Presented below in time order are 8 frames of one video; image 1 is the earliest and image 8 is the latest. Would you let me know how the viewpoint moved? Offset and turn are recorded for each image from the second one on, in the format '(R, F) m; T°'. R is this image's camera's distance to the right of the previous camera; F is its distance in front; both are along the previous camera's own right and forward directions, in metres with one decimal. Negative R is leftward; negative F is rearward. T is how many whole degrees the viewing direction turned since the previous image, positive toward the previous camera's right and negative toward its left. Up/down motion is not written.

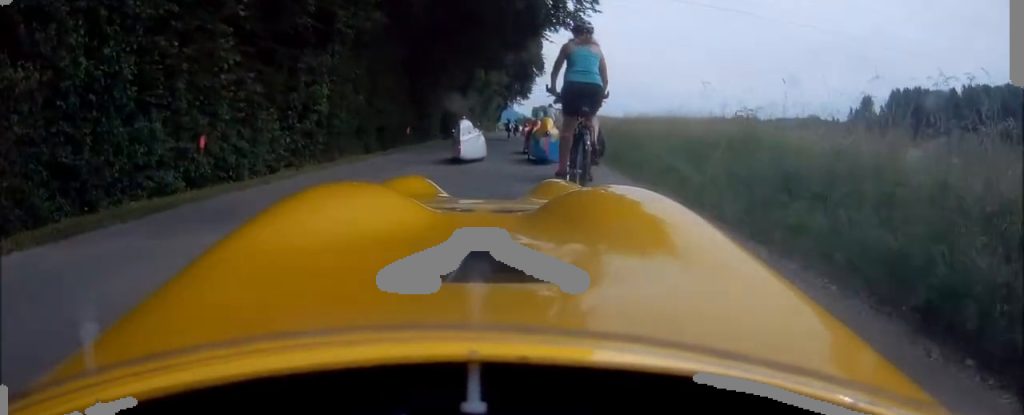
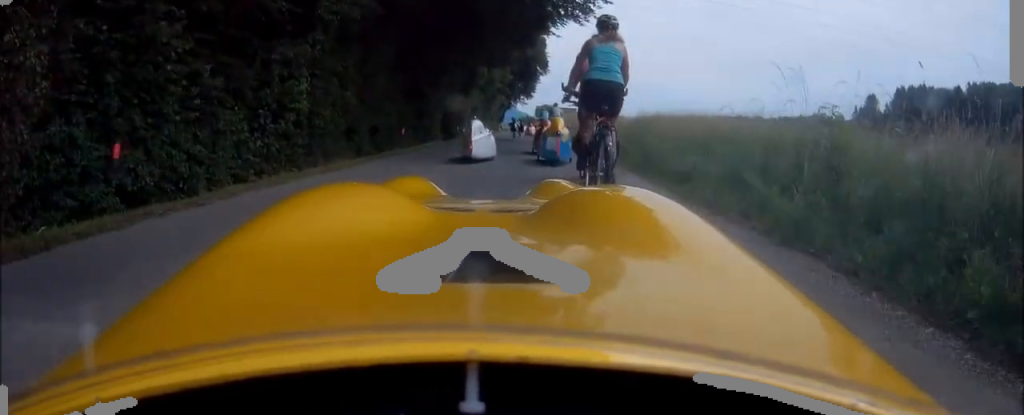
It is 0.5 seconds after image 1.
(+0.1, +1.7) m; +1°
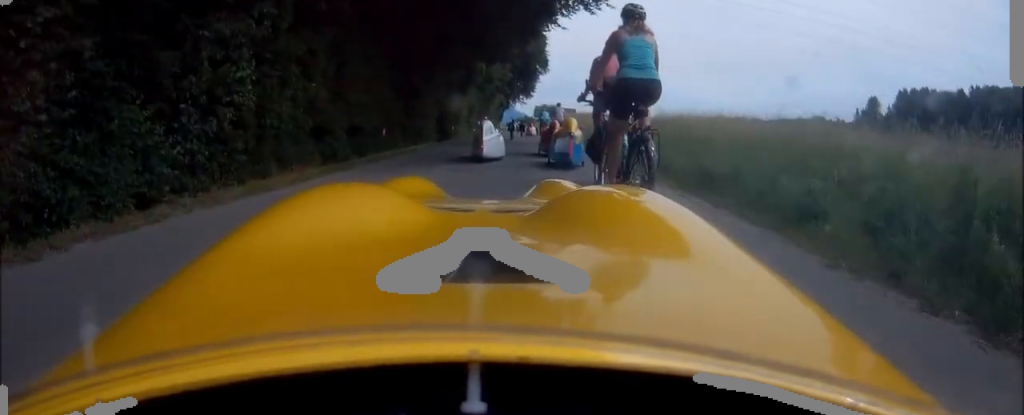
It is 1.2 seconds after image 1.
(-0.3, +2.7) m; +1°
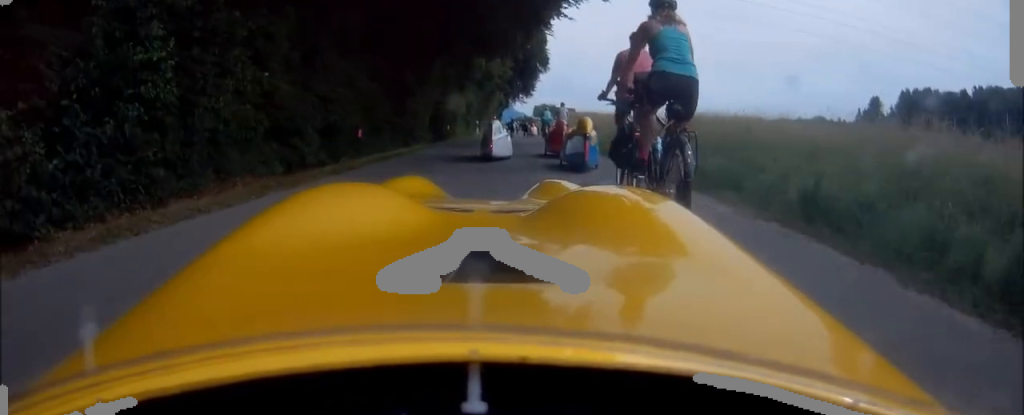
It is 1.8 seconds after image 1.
(+0.2, +2.3) m; -2°
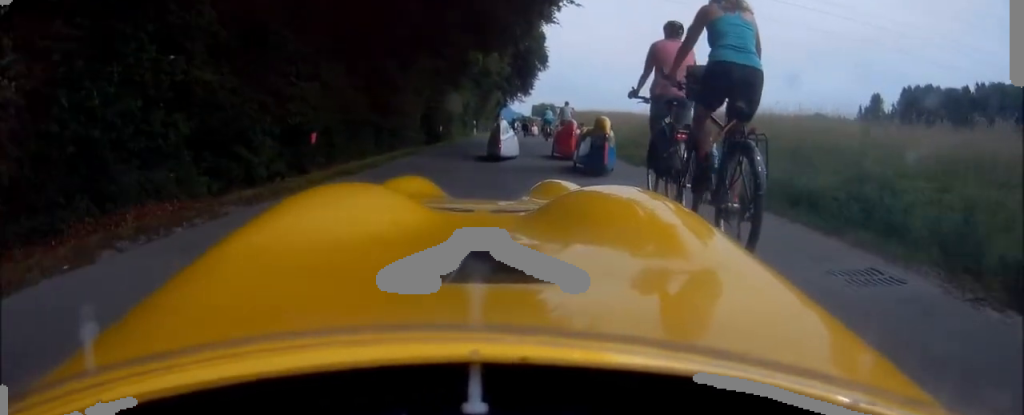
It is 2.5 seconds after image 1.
(+0.1, +2.5) m; -2°
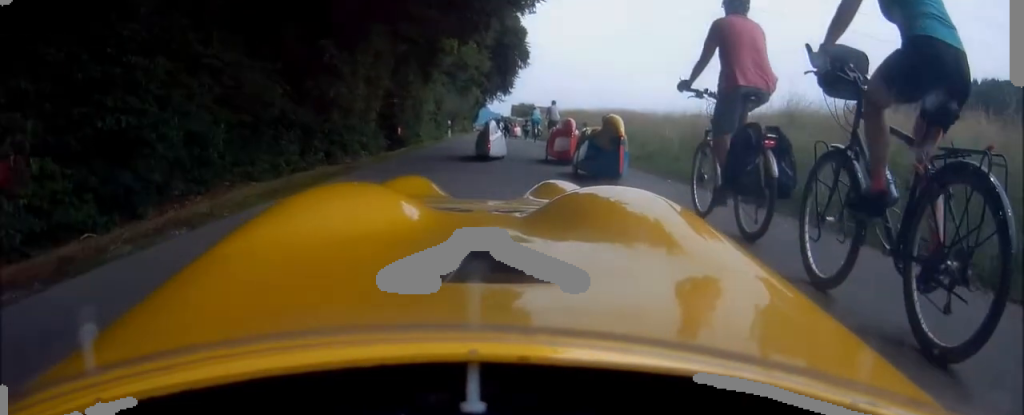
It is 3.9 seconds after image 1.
(-0.1, +5.0) m; +2°
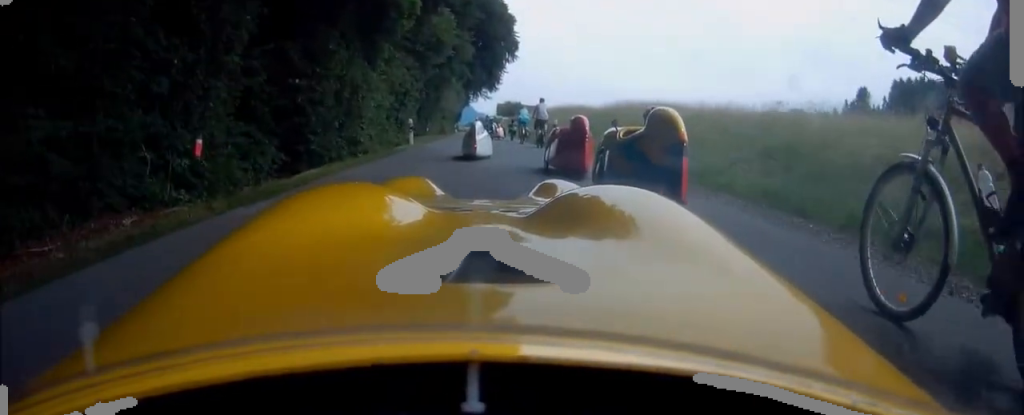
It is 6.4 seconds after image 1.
(0.0, +9.8) m; +2°
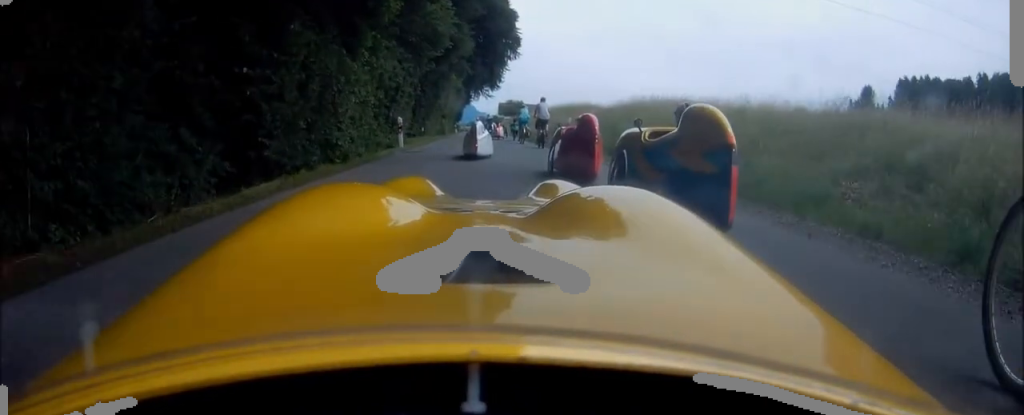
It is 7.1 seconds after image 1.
(-0.1, +2.9) m; +3°
